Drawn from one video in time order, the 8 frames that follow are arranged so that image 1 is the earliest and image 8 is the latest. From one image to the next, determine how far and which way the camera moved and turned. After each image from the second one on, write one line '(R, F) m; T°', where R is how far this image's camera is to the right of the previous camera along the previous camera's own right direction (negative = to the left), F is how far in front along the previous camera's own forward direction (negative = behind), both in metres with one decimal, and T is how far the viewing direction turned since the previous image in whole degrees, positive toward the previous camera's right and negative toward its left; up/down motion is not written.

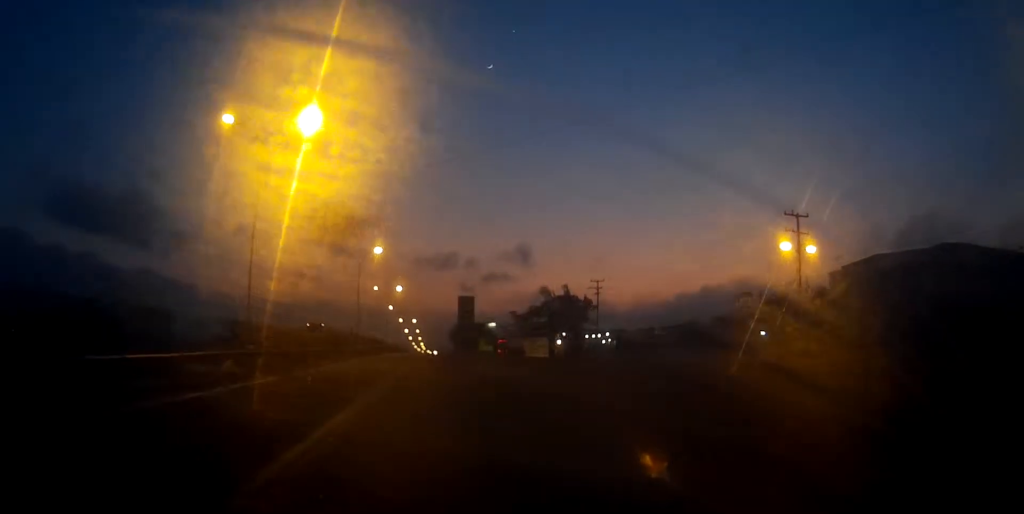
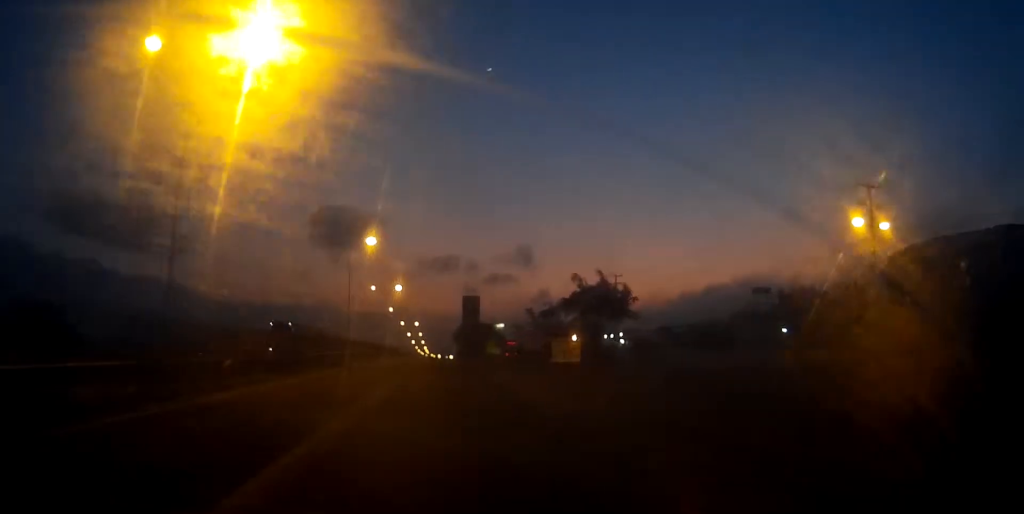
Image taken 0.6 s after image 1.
(+0.1, +11.1) m; 0°
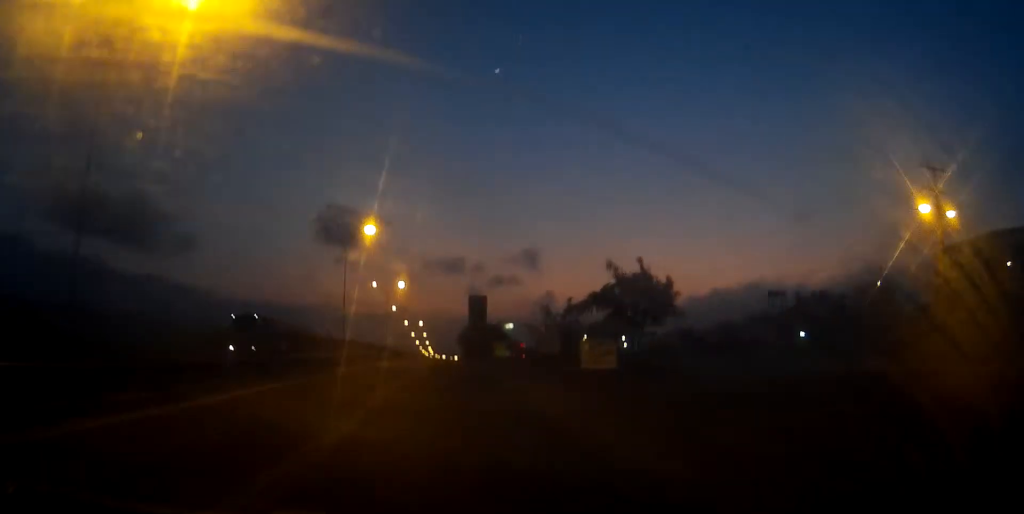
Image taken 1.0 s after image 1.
(0.0, +7.5) m; 0°
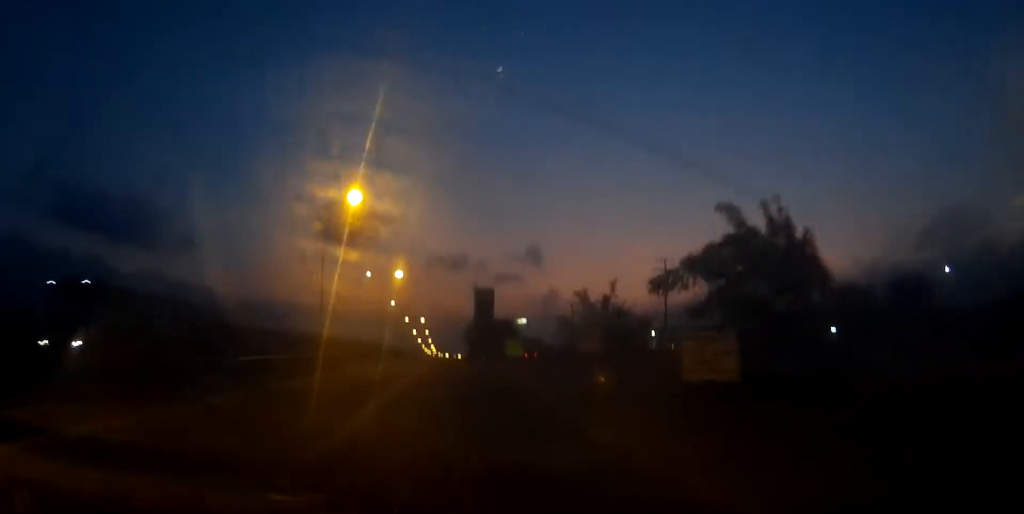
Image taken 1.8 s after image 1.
(-0.1, +14.4) m; -1°
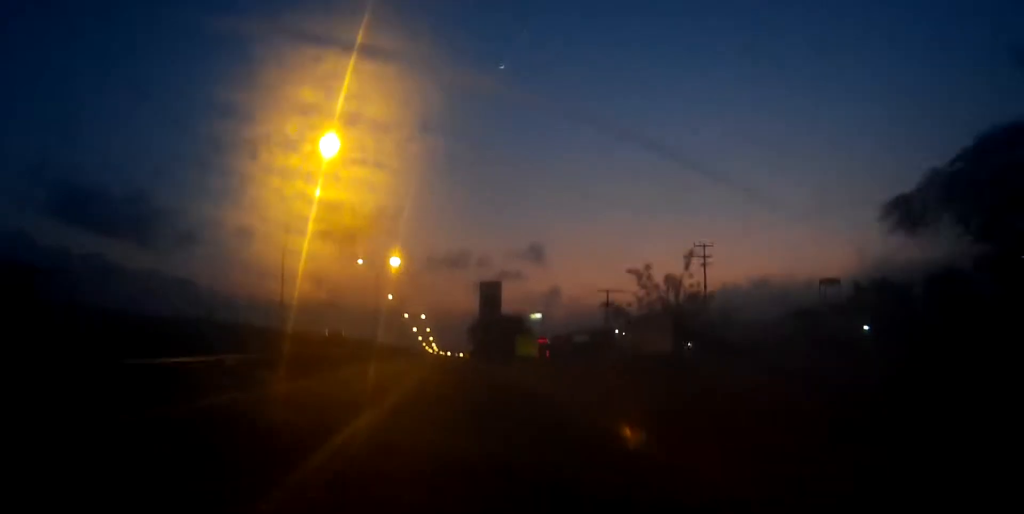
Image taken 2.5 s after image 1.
(-0.1, +13.9) m; 0°
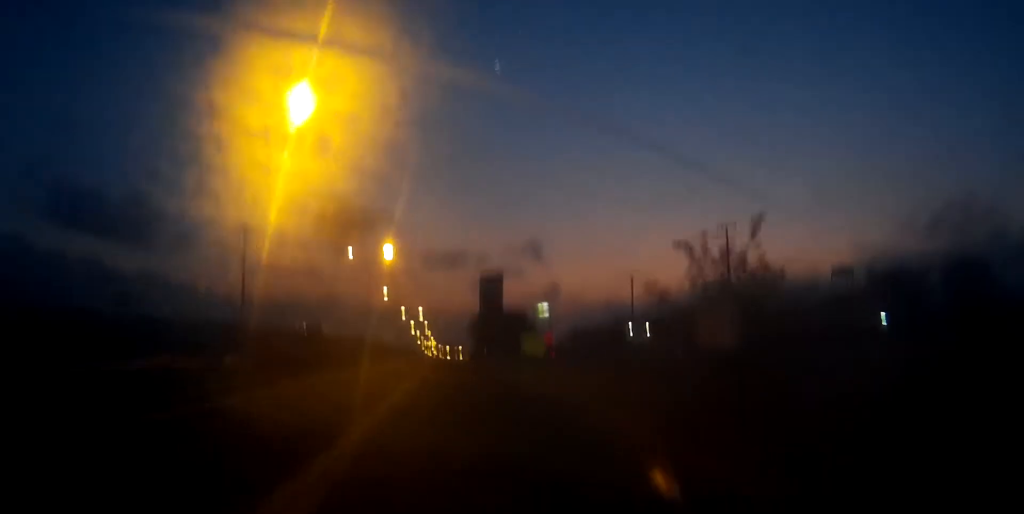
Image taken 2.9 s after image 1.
(0.0, +7.6) m; 0°
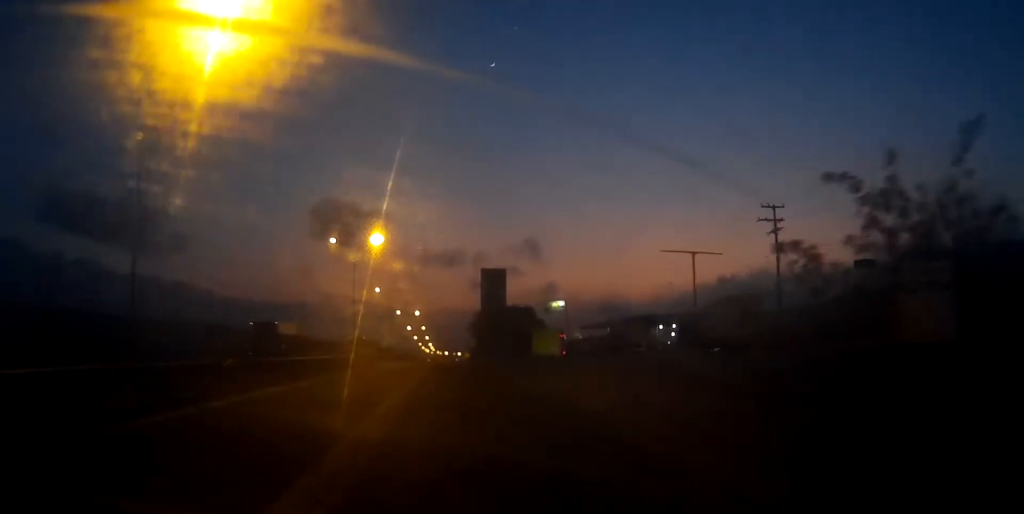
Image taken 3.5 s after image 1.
(+0.1, +12.2) m; 0°
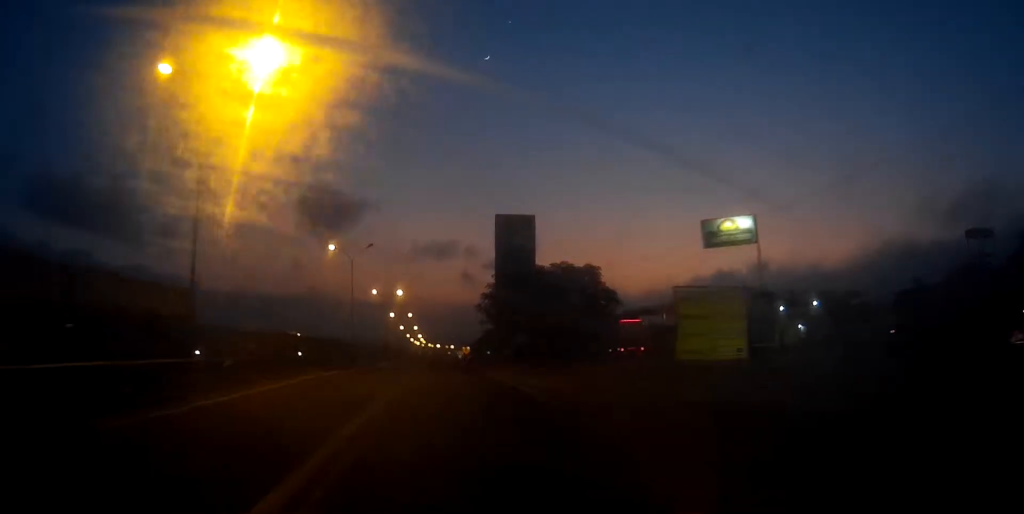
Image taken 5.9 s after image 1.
(+0.3, +44.8) m; 0°
